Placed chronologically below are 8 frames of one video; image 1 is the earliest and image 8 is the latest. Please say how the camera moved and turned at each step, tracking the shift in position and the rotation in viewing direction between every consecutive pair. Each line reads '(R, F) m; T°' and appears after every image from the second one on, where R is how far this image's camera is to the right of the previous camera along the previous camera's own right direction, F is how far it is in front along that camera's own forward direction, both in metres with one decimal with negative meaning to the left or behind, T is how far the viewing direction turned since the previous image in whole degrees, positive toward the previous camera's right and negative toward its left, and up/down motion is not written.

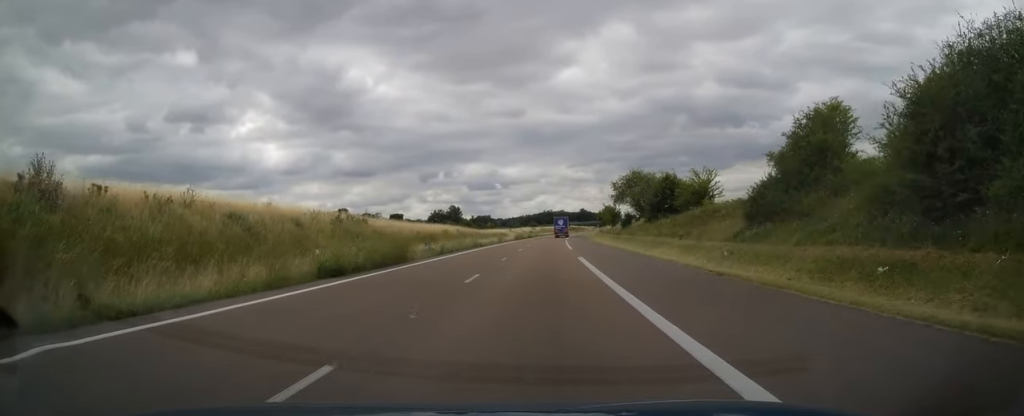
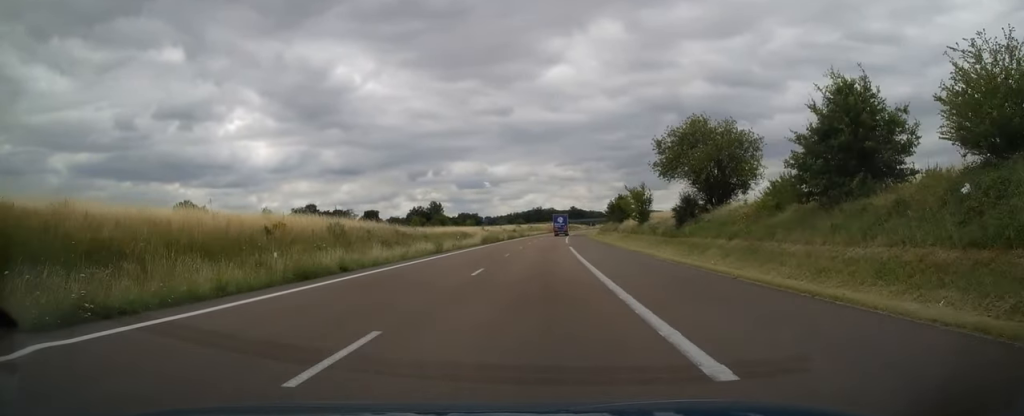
(+0.4, +37.5) m; +1°
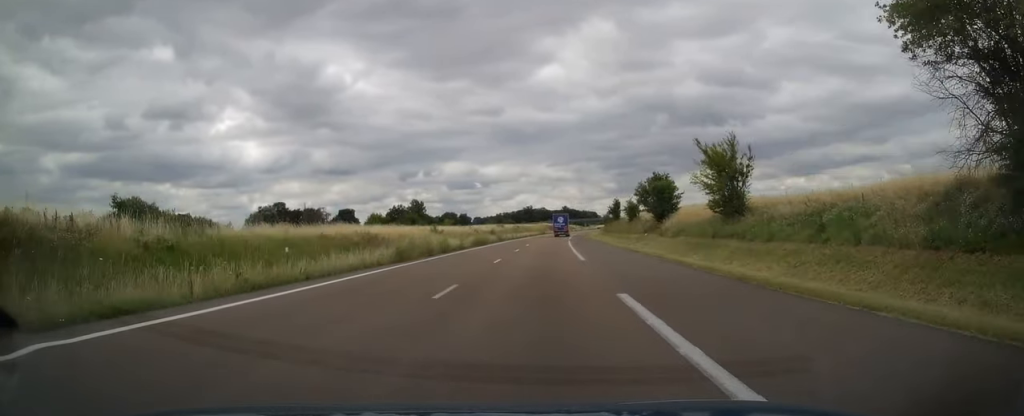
(+0.3, +32.5) m; +1°
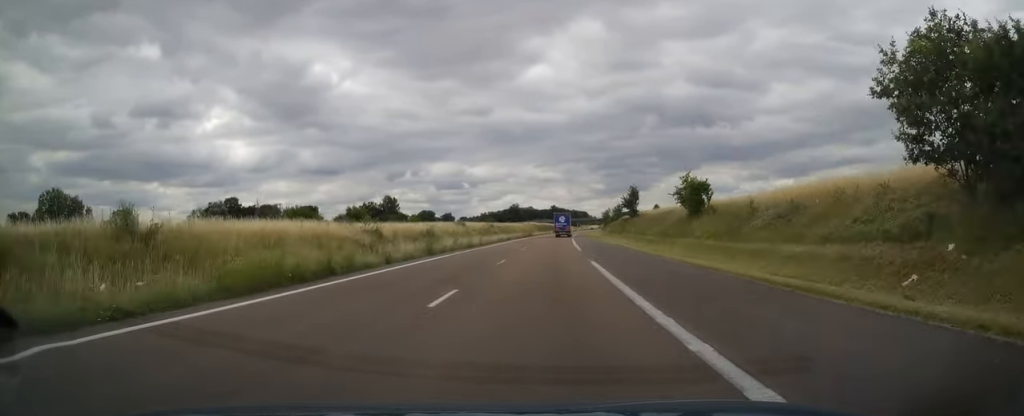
(+0.4, +40.7) m; +1°
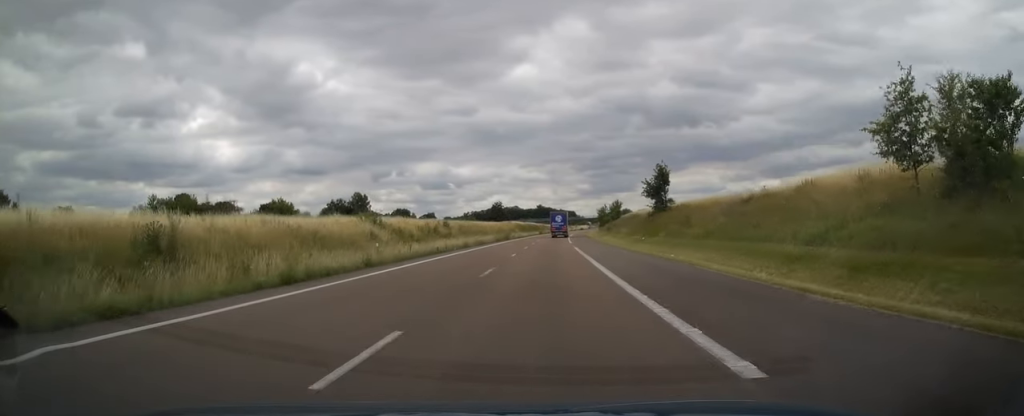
(+0.2, +32.0) m; +1°
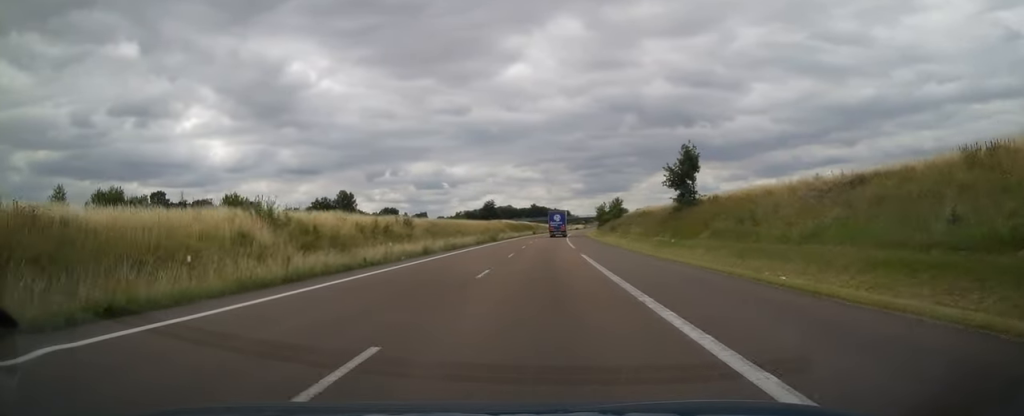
(+0.2, +14.2) m; +1°
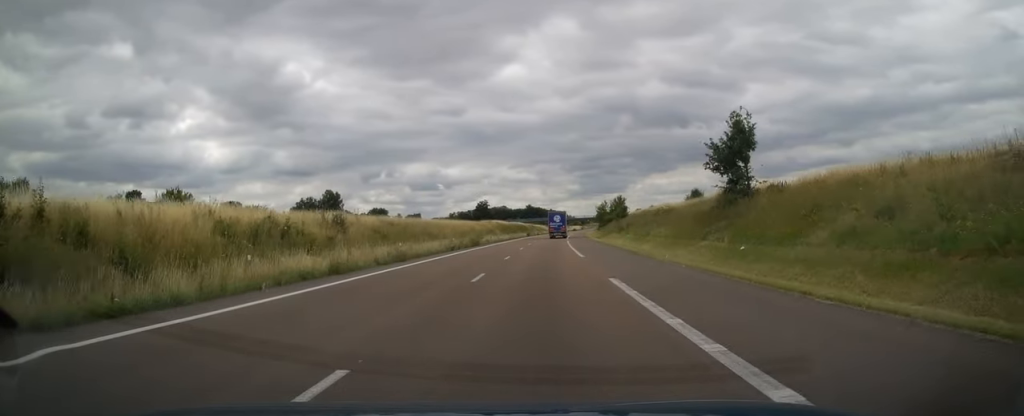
(+0.1, +14.2) m; +1°
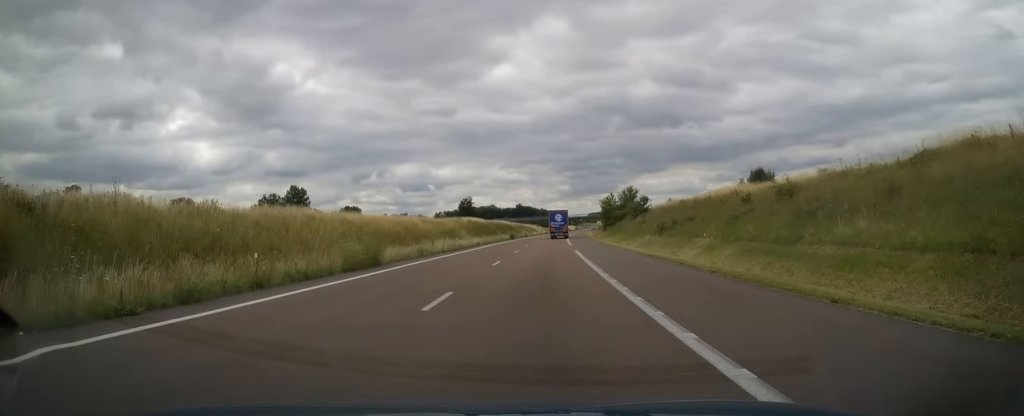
(+0.2, +31.9) m; +1°
